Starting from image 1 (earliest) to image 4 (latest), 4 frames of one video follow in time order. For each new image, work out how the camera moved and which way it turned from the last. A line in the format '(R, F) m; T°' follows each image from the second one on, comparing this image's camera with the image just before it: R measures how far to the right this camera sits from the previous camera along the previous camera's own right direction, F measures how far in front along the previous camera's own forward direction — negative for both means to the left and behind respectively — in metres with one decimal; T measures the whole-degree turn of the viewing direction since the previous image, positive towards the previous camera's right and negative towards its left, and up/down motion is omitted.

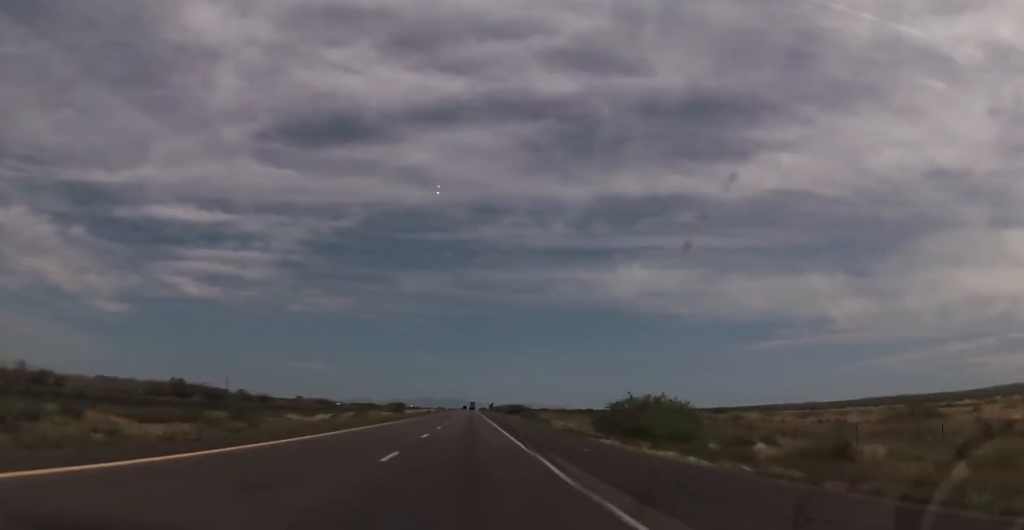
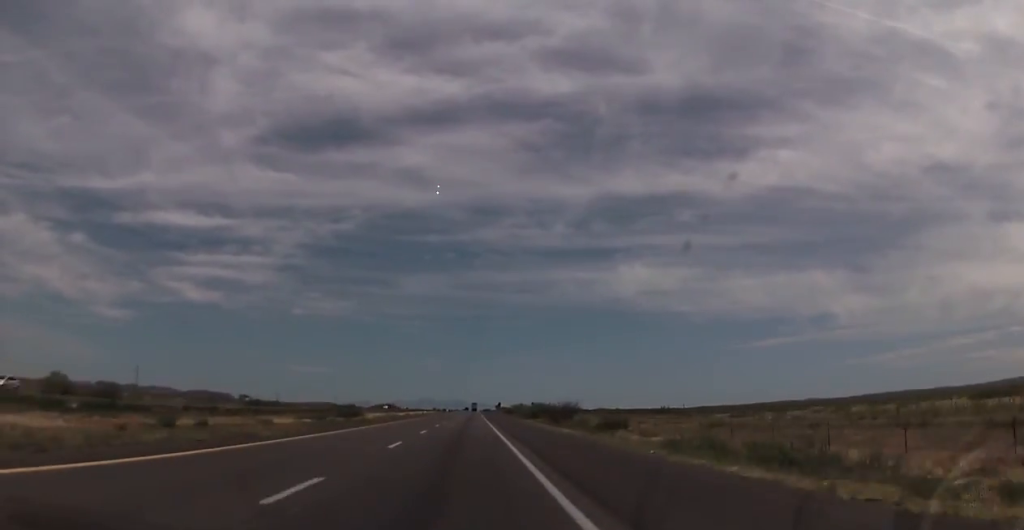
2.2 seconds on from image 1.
(-0.3, +80.5) m; 0°
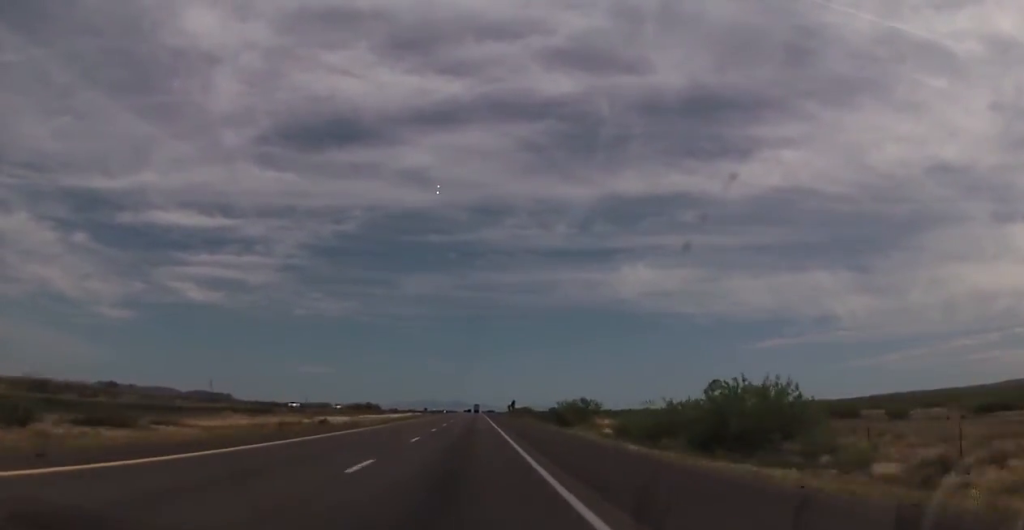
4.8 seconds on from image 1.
(-0.8, +93.1) m; -1°
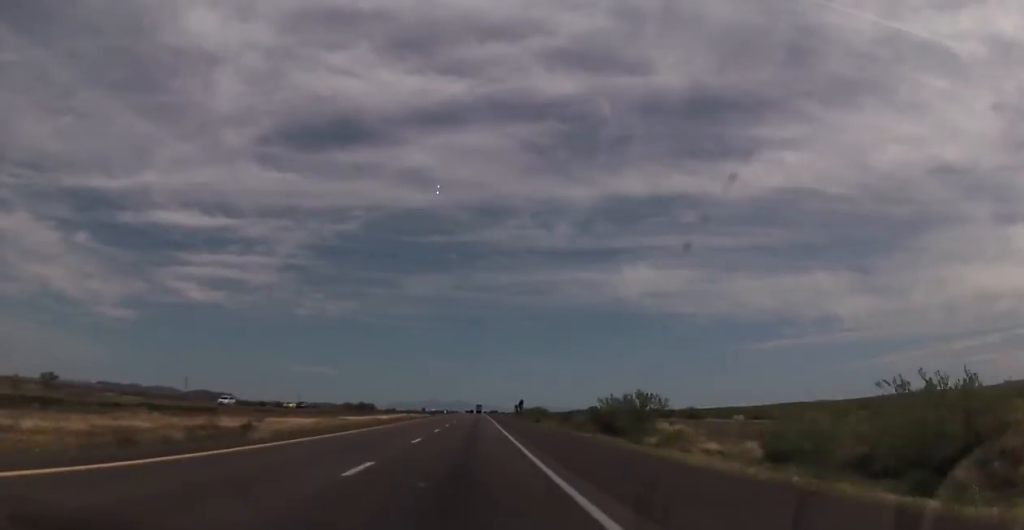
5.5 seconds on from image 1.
(+0.2, +25.1) m; 0°
